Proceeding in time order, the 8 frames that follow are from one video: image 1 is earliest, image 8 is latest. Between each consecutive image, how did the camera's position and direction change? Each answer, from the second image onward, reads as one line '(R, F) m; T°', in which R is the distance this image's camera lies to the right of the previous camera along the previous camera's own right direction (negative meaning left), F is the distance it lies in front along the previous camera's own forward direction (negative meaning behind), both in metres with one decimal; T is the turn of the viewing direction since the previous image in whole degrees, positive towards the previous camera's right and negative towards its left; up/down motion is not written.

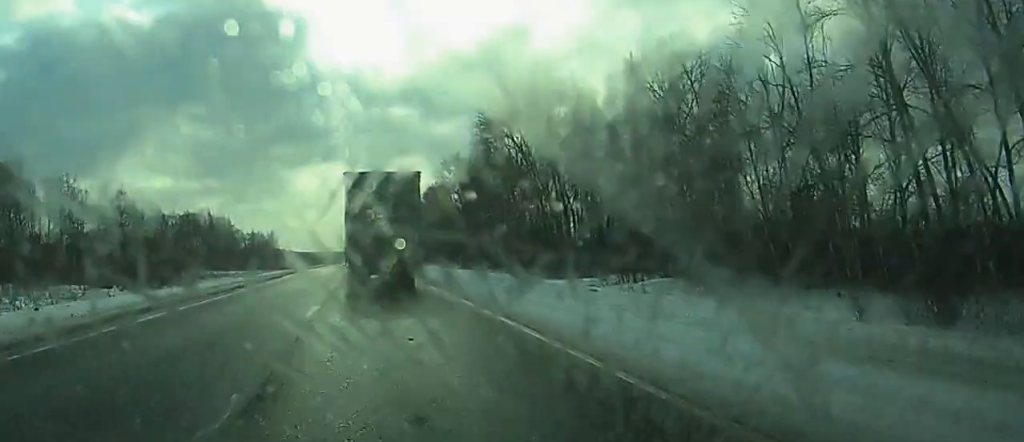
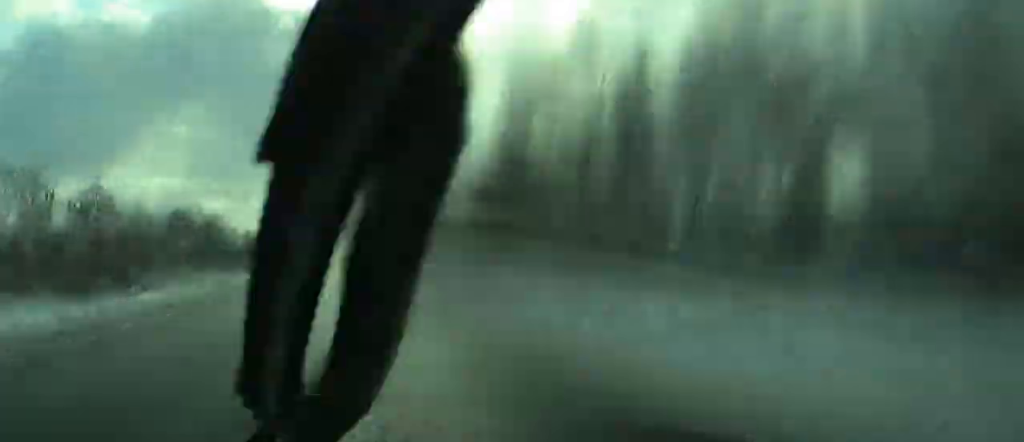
(+0.1, +20.3) m; 0°
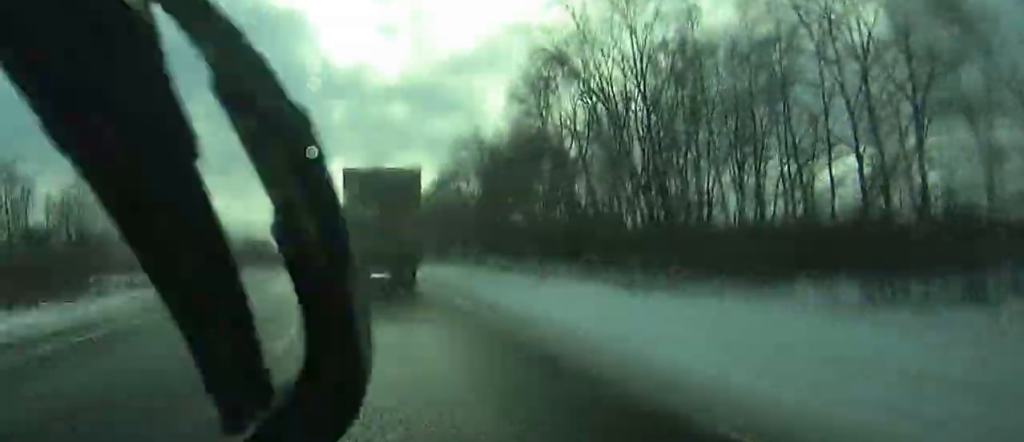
(0.0, +12.2) m; 0°
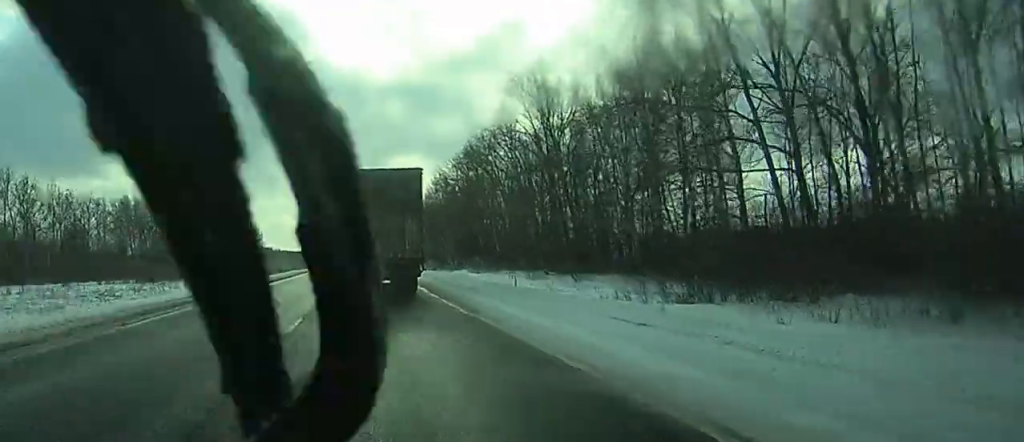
(-0.2, +51.4) m; 0°
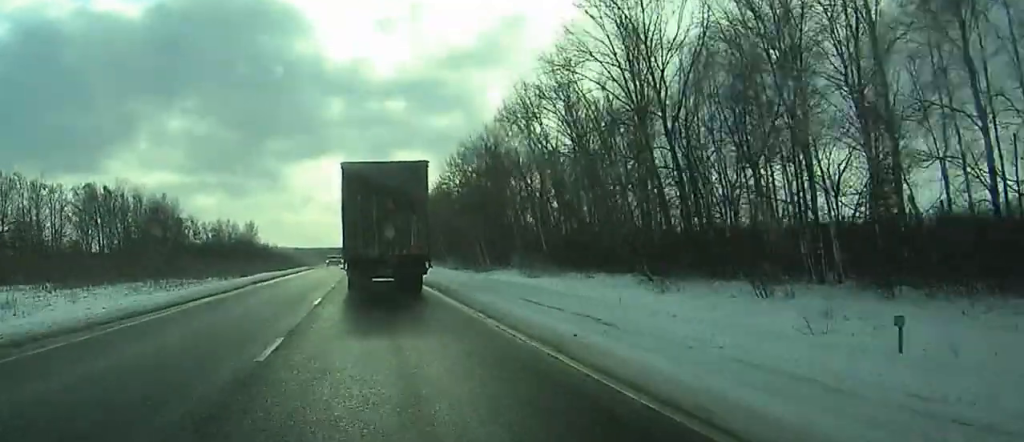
(+0.1, +31.5) m; 0°
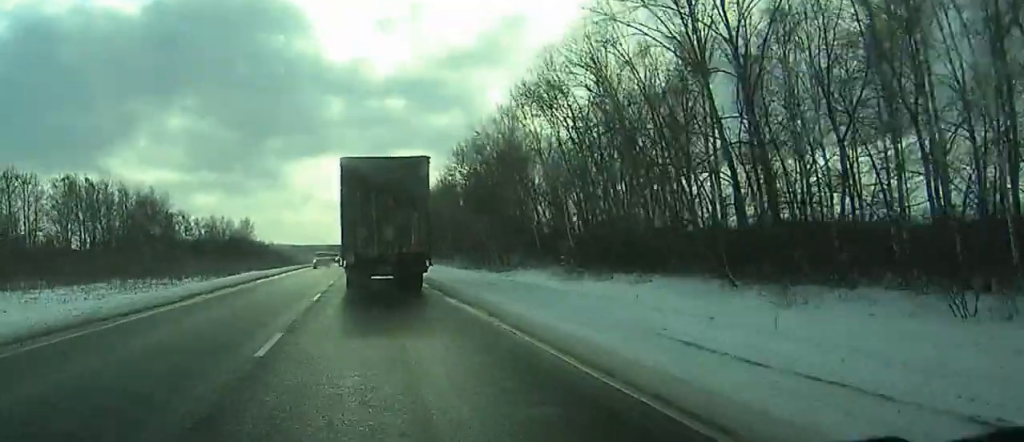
(0.0, +13.1) m; 0°
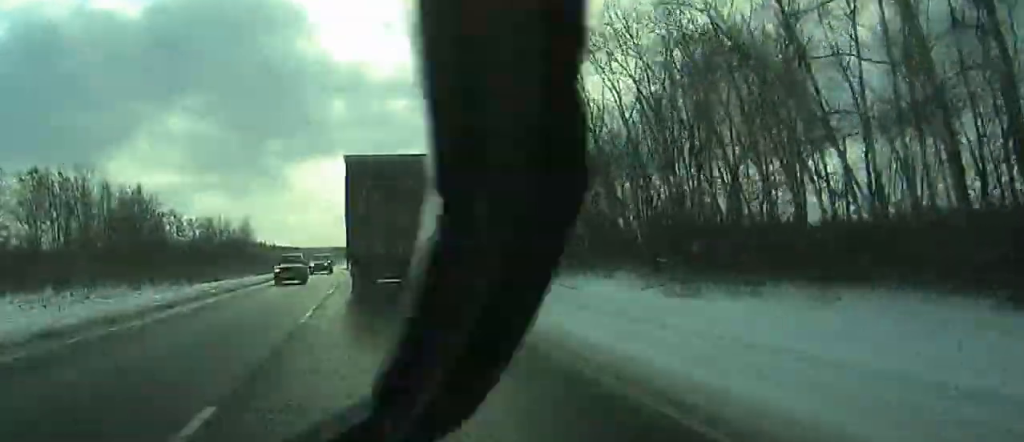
(0.0, +20.1) m; 0°
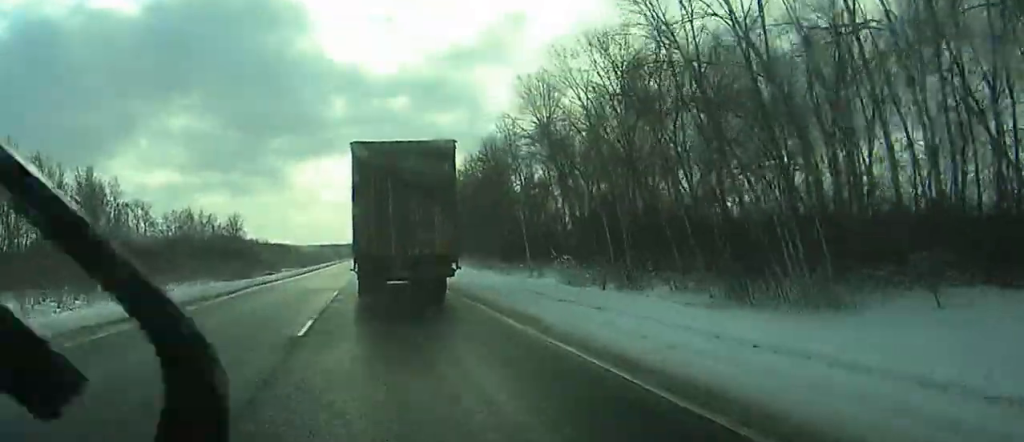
(-0.3, +42.5) m; -1°
